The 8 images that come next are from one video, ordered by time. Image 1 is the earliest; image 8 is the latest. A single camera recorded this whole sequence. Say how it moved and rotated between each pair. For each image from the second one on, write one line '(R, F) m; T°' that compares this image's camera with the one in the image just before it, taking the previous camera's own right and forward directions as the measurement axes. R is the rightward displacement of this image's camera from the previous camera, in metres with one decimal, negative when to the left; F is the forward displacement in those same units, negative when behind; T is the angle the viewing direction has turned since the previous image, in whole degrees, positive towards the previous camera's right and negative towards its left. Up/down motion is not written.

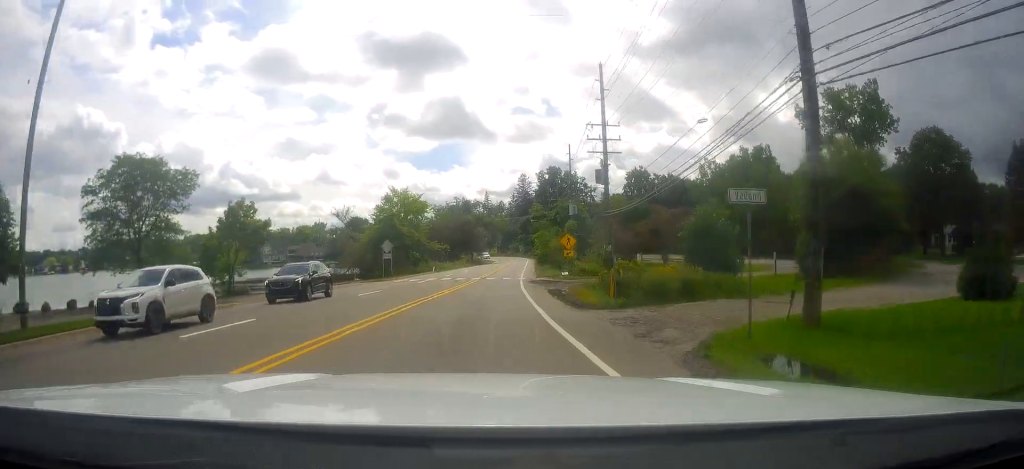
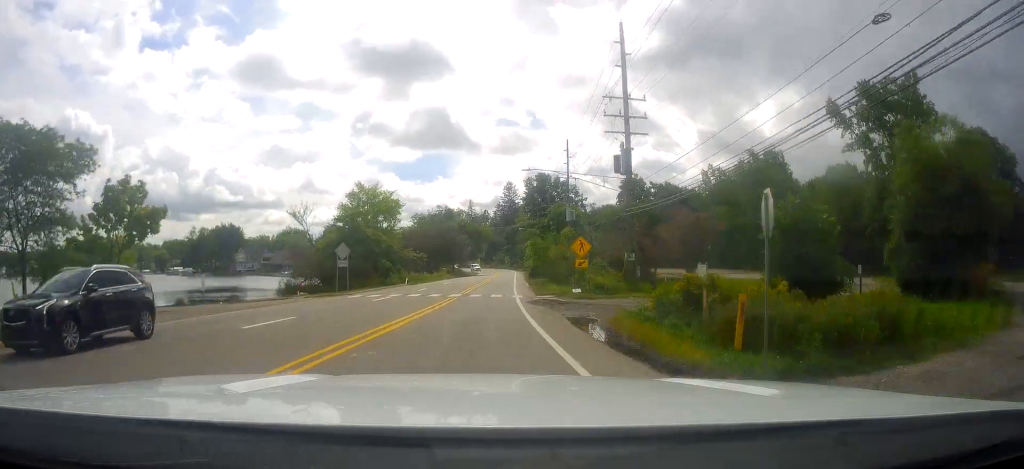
(+0.5, +12.2) m; +1°
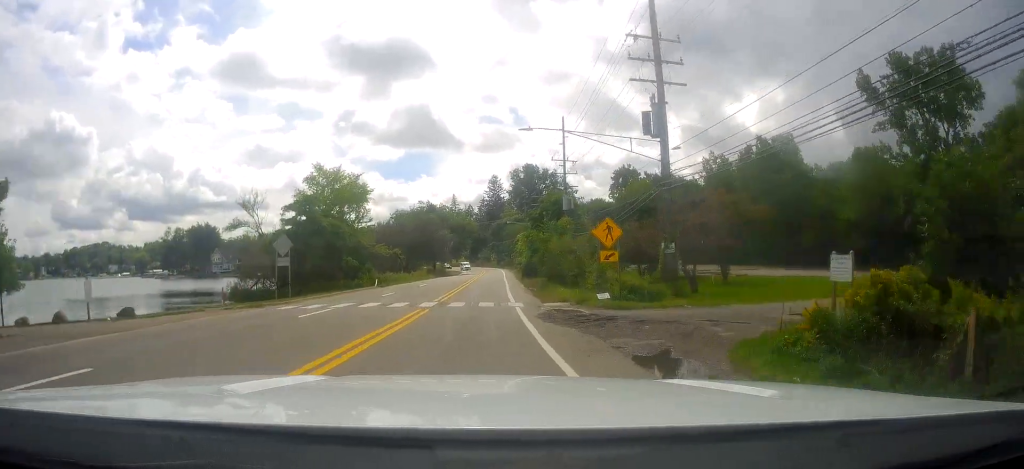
(+0.2, +10.4) m; +1°
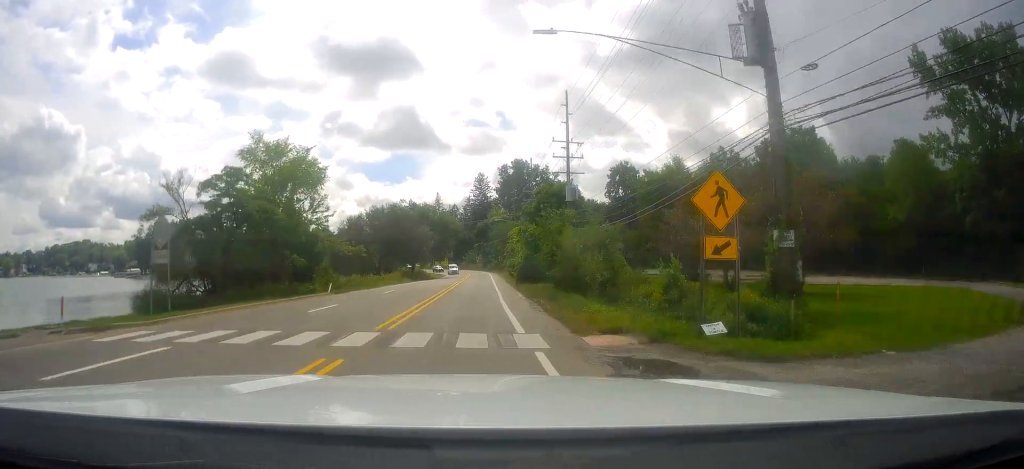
(-0.1, +12.3) m; +1°
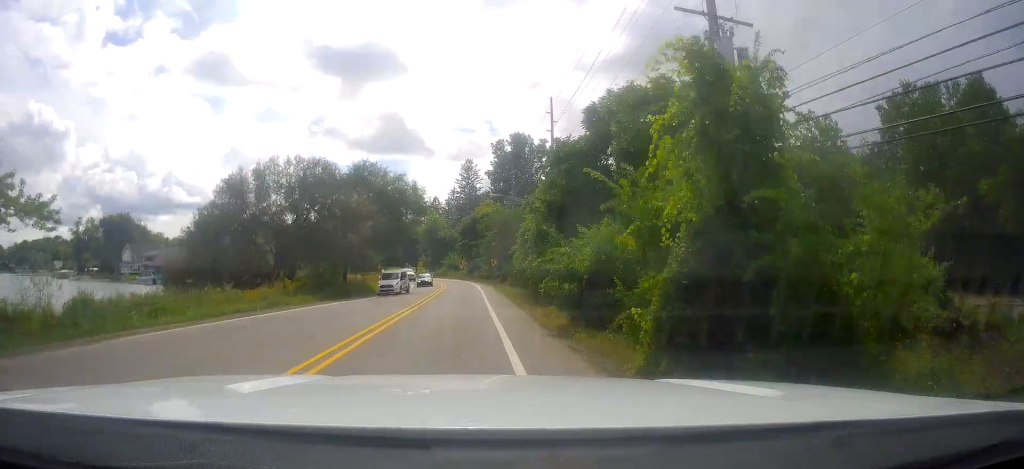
(+1.8, +38.2) m; +3°
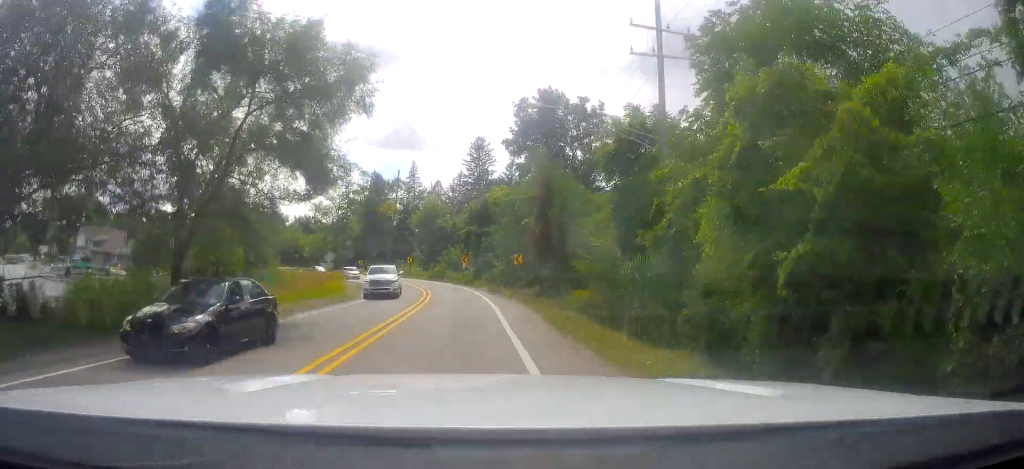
(-0.3, +31.5) m; -1°
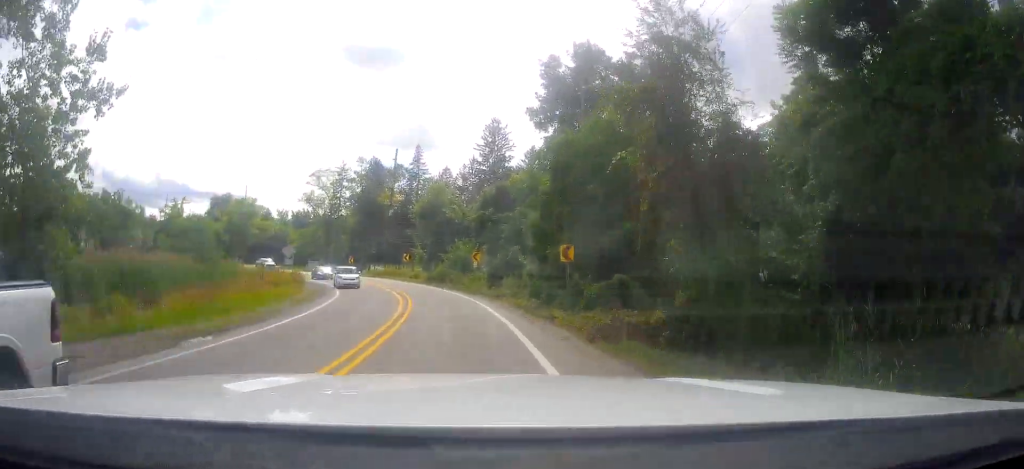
(-0.1, +19.6) m; -1°
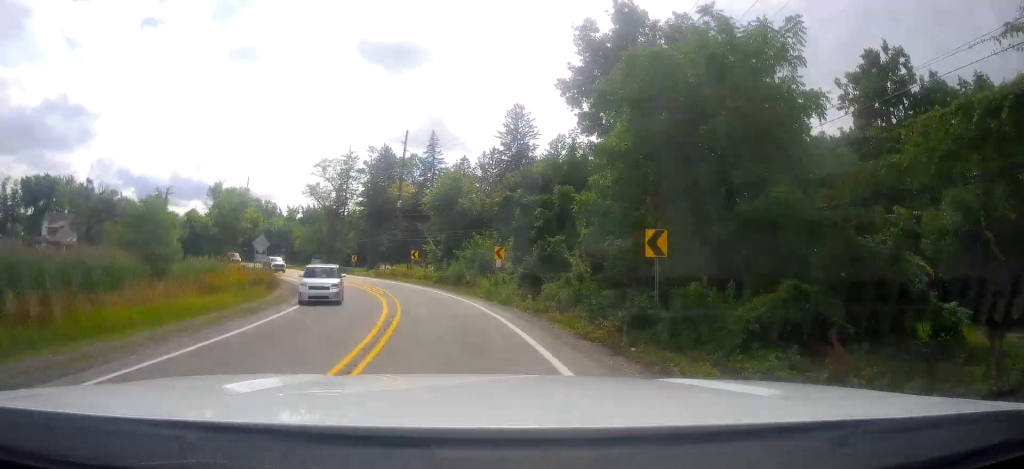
(-0.1, +10.8) m; -2°
